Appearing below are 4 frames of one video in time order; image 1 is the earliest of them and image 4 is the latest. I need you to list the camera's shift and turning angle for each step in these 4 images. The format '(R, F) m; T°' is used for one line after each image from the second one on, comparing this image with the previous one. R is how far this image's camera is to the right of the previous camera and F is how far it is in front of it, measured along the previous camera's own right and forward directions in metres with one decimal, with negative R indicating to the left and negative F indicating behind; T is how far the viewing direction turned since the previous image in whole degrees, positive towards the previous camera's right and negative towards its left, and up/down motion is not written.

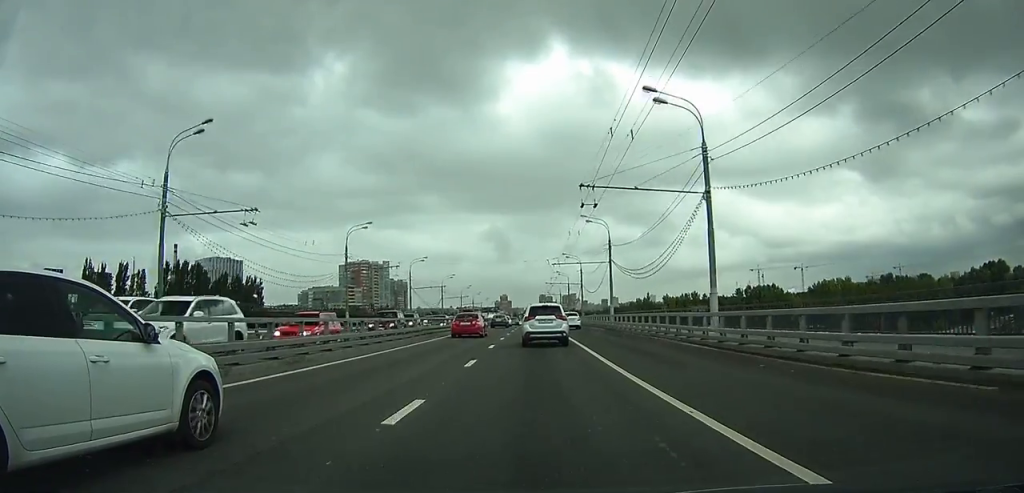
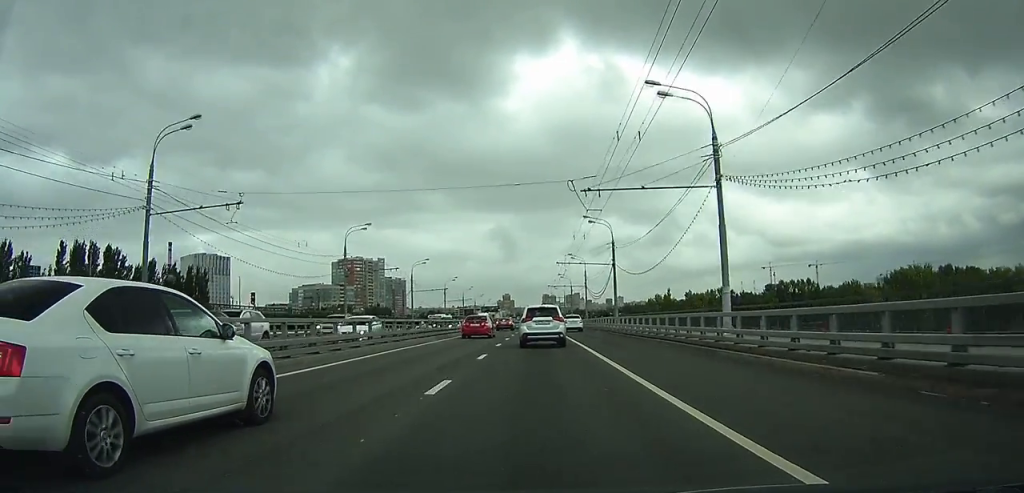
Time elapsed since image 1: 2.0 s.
(-0.2, +37.7) m; -1°
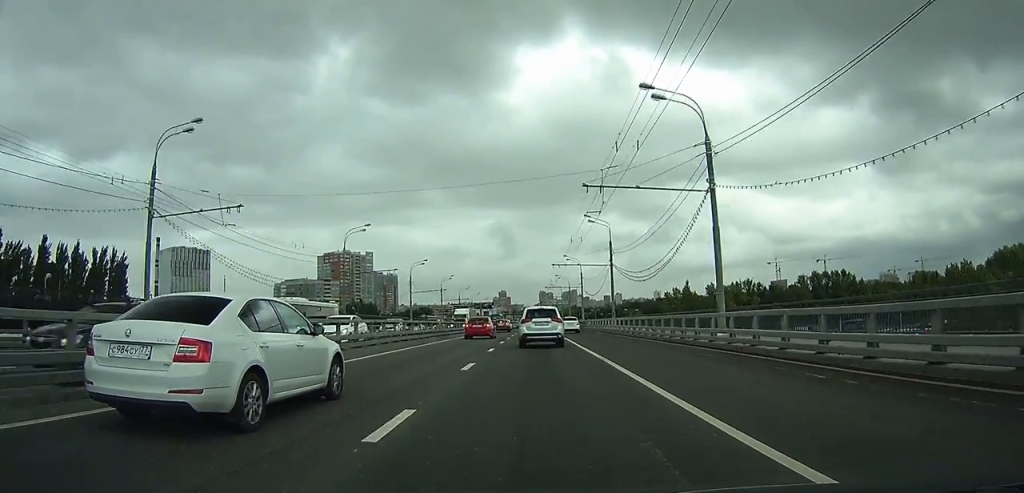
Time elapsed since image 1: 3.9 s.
(0.0, +35.8) m; 0°
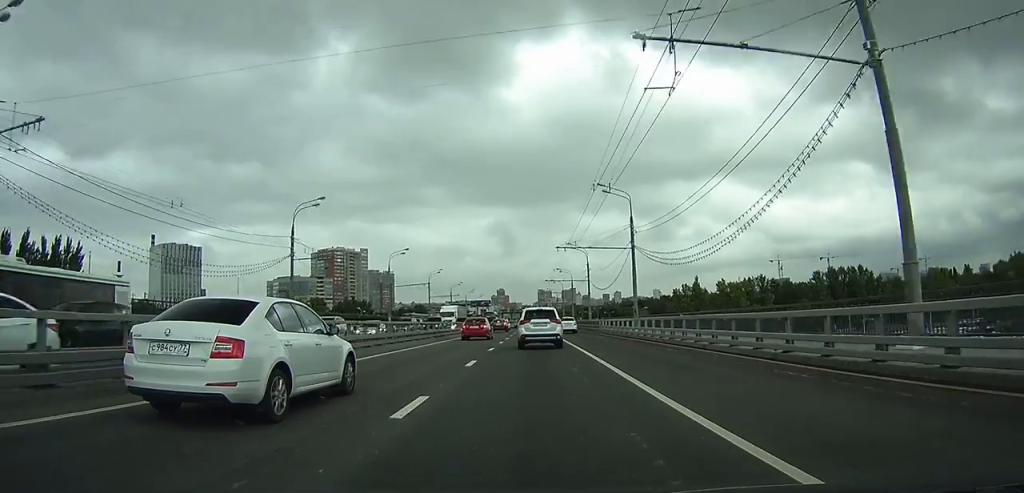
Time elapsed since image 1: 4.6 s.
(0.0, +14.5) m; 0°
